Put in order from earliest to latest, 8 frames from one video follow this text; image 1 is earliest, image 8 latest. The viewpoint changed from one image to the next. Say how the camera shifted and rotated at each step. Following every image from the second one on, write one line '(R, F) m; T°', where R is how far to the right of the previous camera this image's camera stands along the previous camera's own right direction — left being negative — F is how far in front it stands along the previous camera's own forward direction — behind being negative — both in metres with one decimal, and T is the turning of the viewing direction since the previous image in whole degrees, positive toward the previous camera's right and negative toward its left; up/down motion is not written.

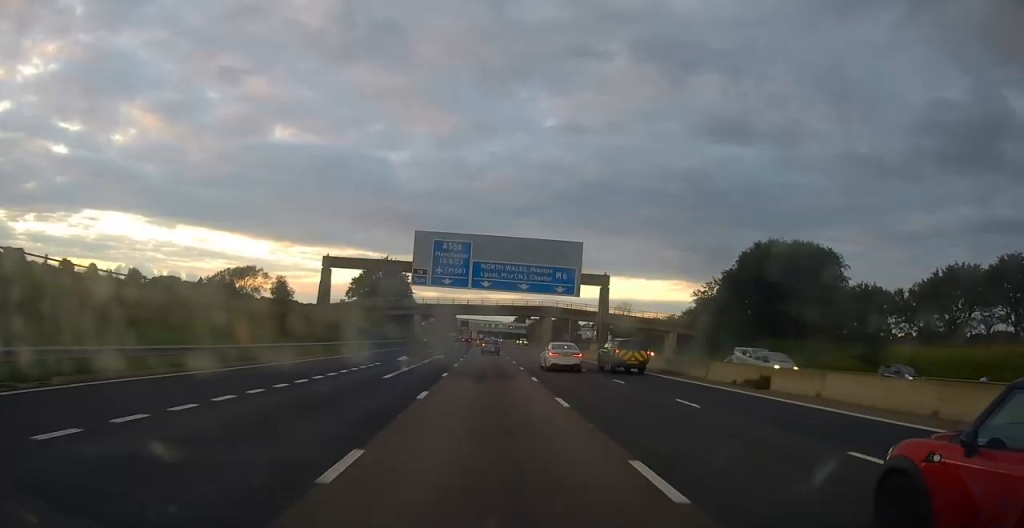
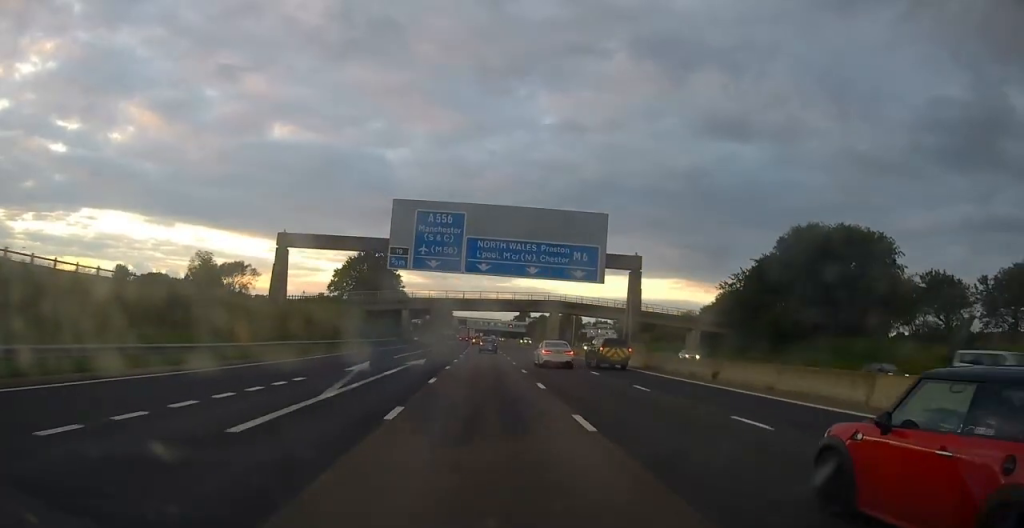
(0.0, +13.4) m; 0°
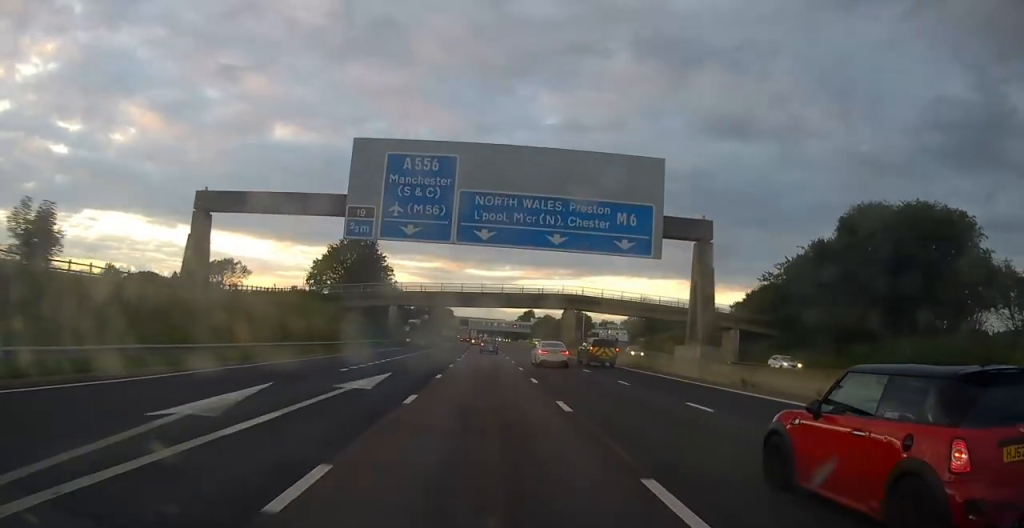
(-0.1, +14.9) m; 0°
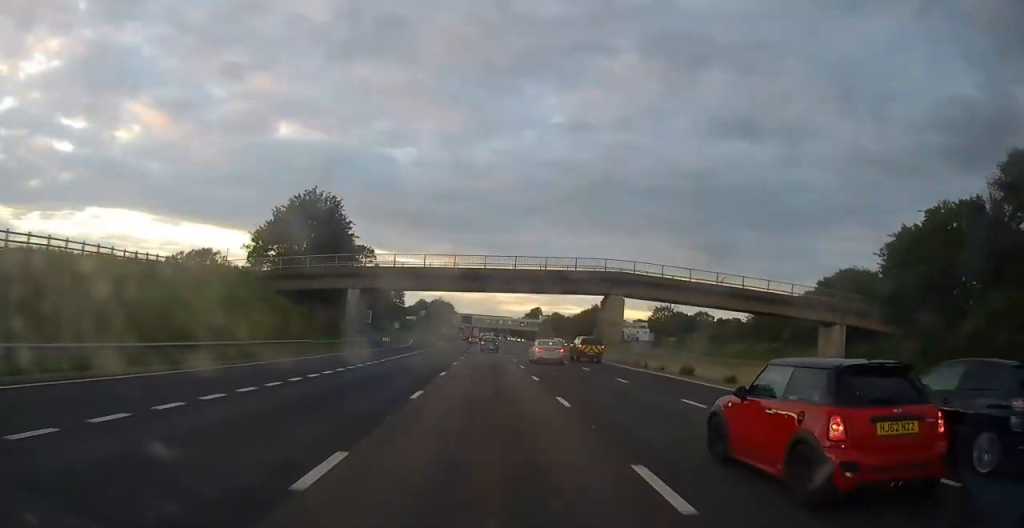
(0.0, +26.3) m; 0°
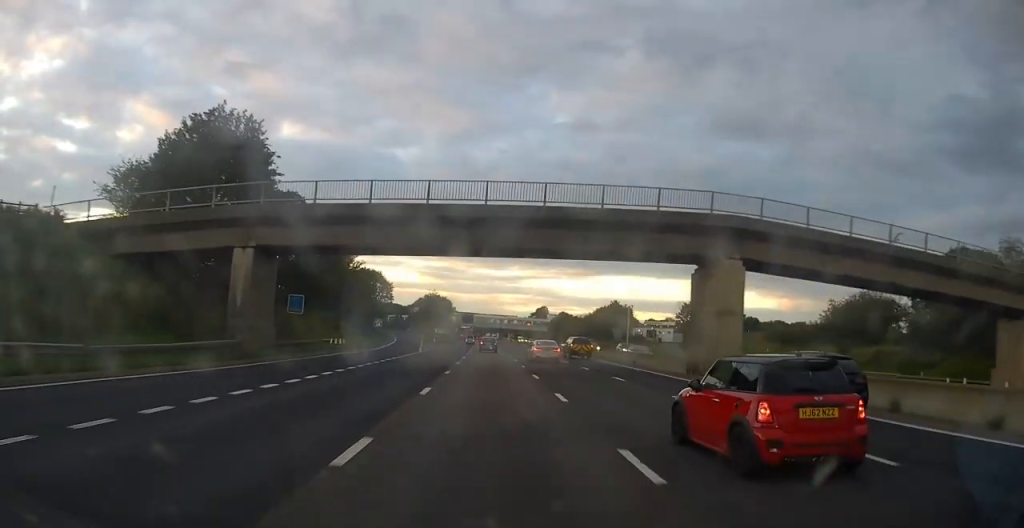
(-0.1, +25.7) m; 0°
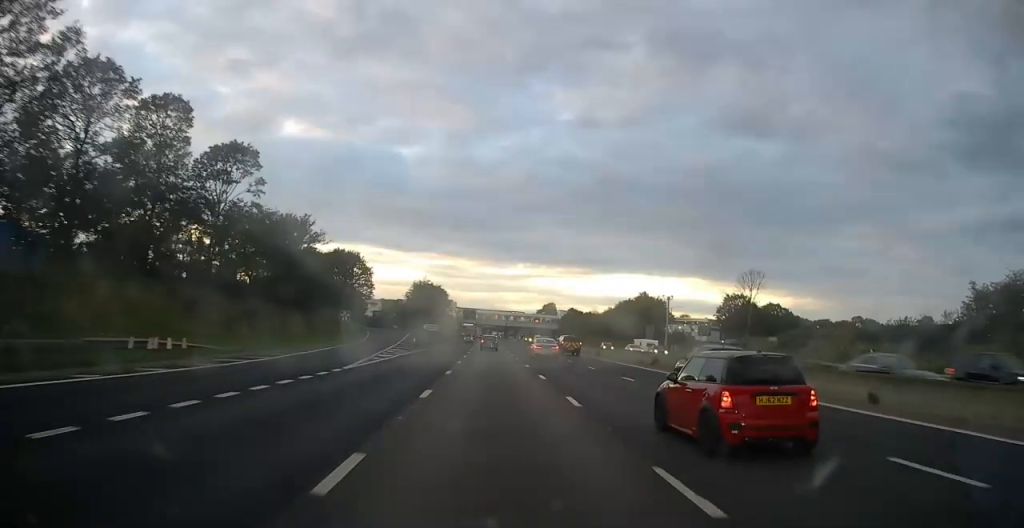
(0.0, +28.5) m; 0°
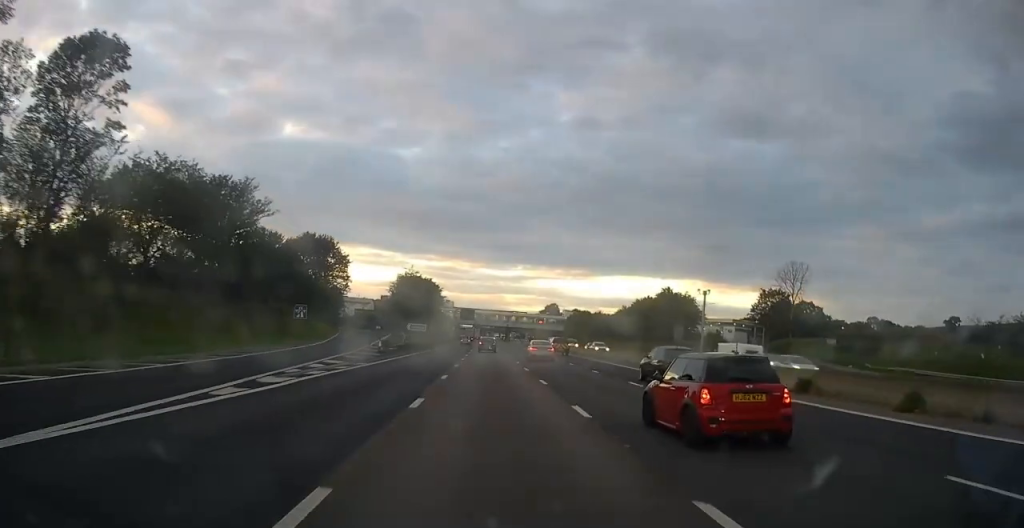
(+0.1, +19.7) m; 0°
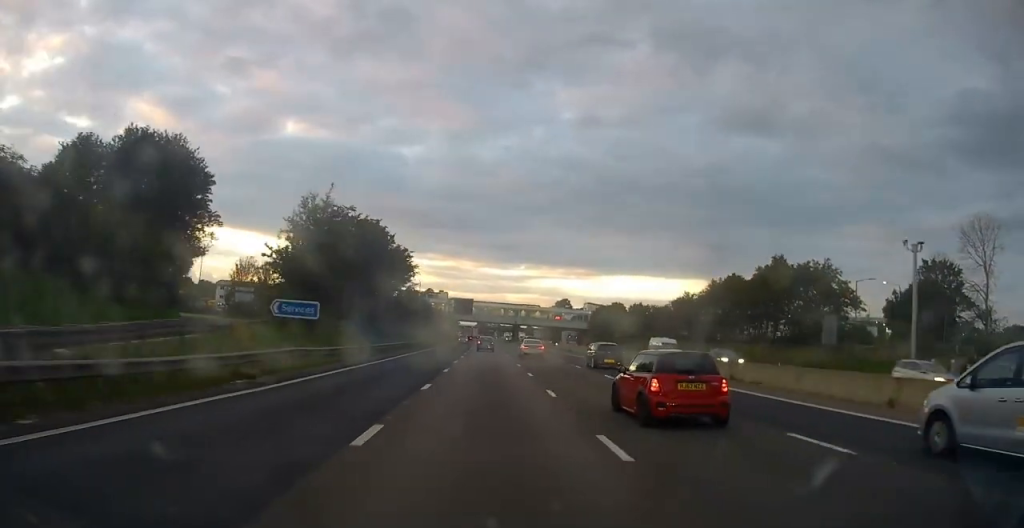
(-0.4, +50.4) m; 0°
